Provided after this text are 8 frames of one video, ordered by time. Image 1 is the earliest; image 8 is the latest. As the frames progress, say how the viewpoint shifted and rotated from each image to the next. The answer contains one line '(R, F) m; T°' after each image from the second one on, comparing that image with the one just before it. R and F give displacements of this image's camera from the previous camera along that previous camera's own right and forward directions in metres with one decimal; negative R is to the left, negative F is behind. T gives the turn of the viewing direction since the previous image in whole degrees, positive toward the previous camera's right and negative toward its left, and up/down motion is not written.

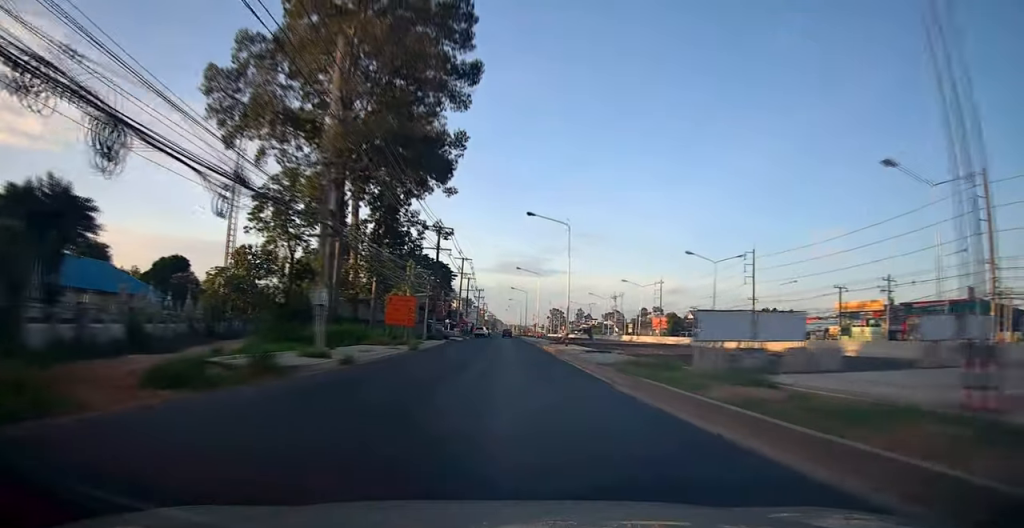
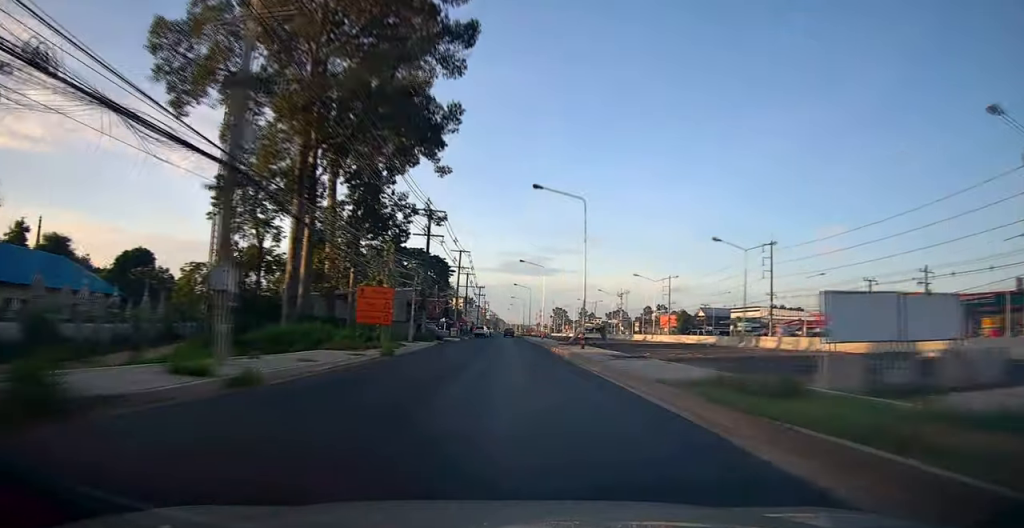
(0.0, +7.4) m; 0°
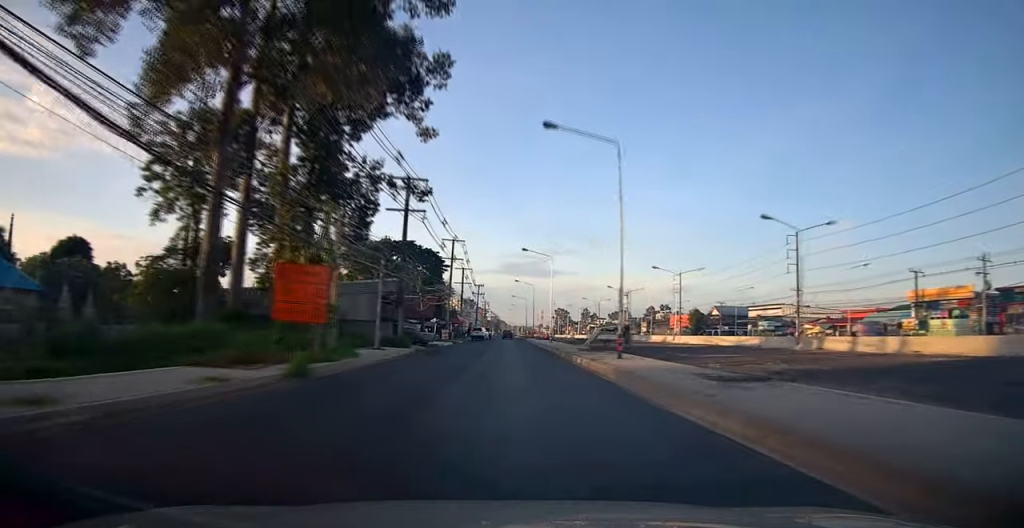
(0.0, +10.1) m; 0°
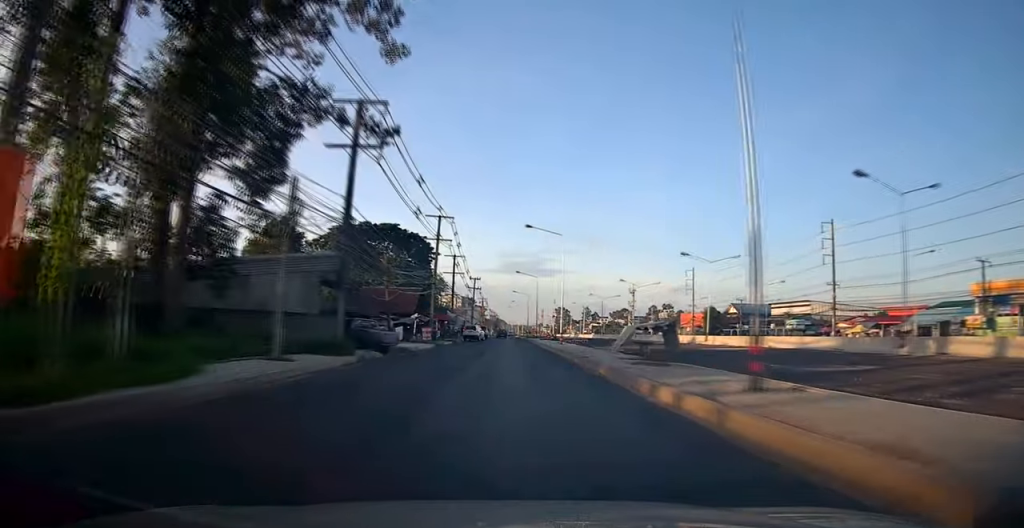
(0.0, +12.2) m; -2°
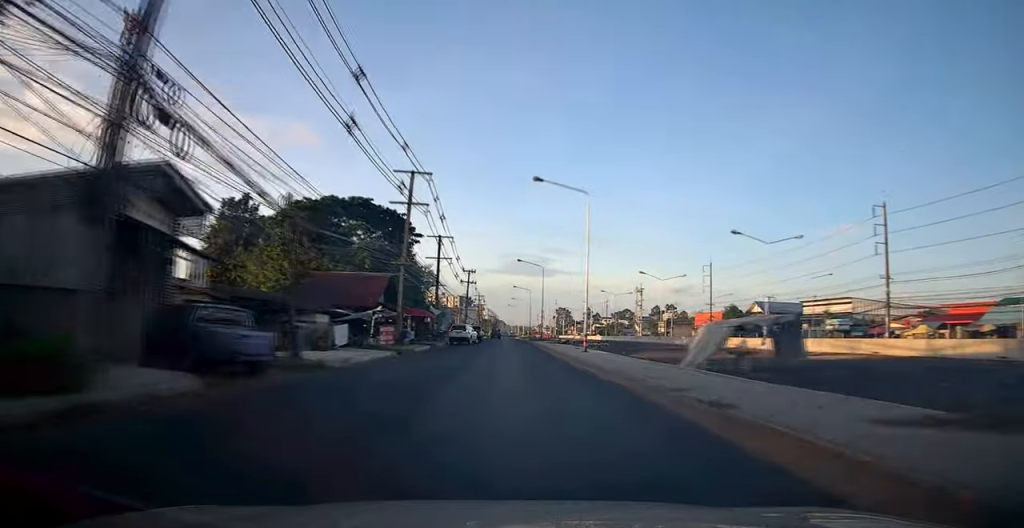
(-0.5, +14.1) m; -1°
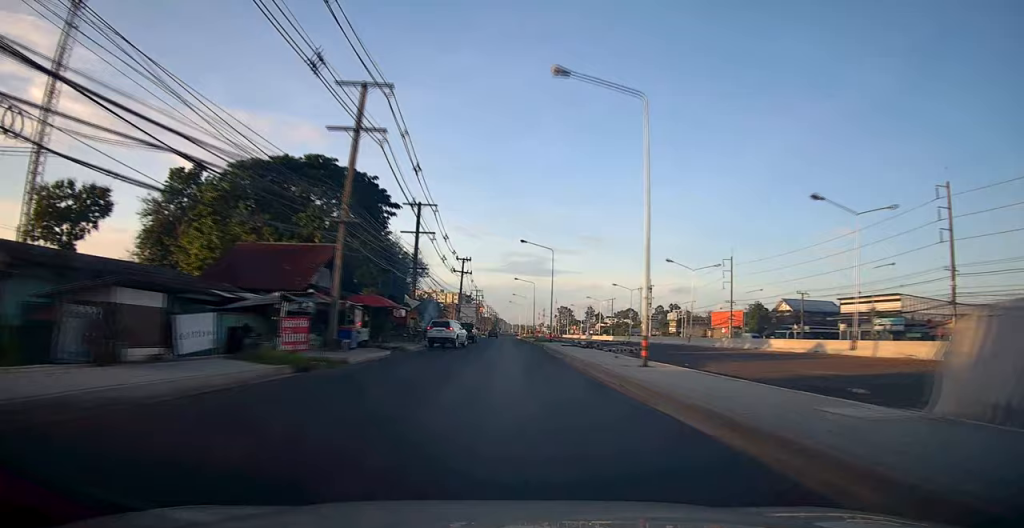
(+0.2, +13.0) m; +2°
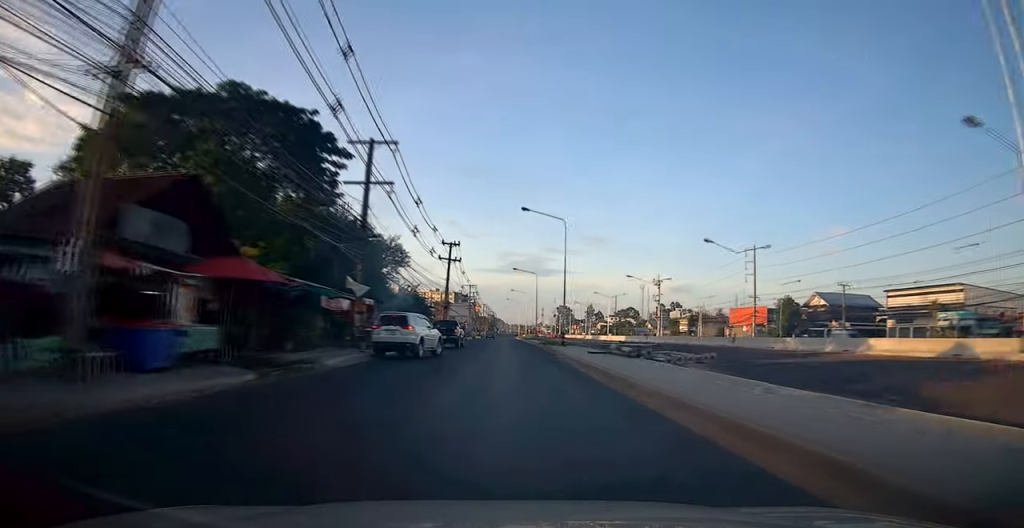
(+0.3, +14.0) m; -1°
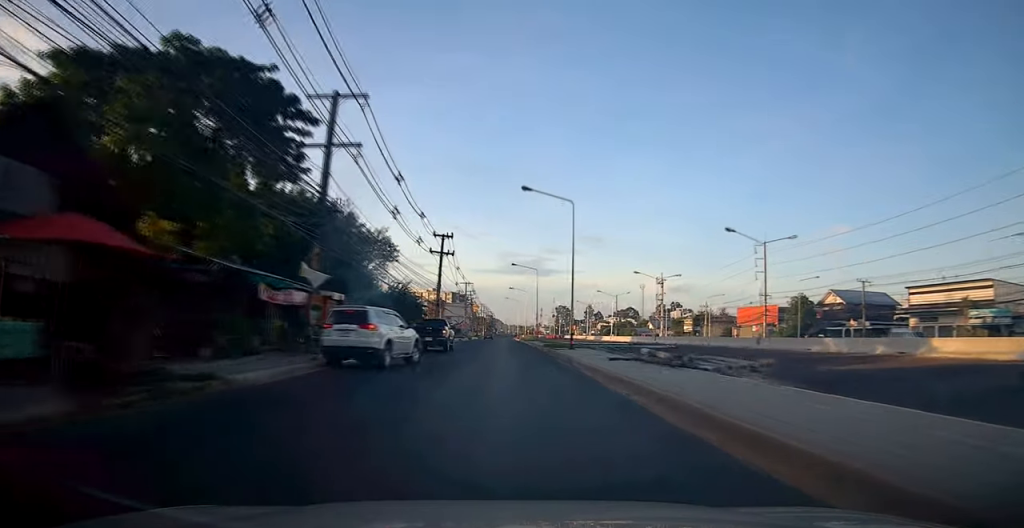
(0.0, +5.7) m; -1°
